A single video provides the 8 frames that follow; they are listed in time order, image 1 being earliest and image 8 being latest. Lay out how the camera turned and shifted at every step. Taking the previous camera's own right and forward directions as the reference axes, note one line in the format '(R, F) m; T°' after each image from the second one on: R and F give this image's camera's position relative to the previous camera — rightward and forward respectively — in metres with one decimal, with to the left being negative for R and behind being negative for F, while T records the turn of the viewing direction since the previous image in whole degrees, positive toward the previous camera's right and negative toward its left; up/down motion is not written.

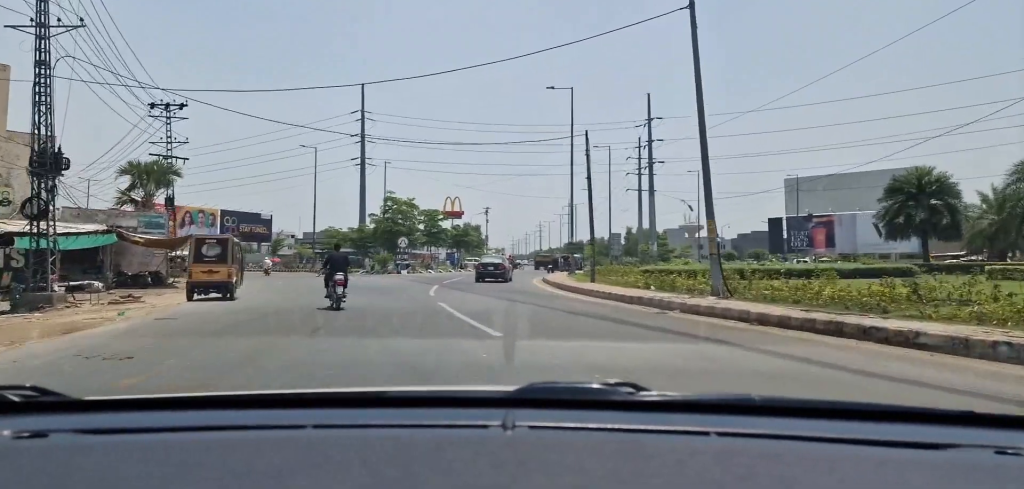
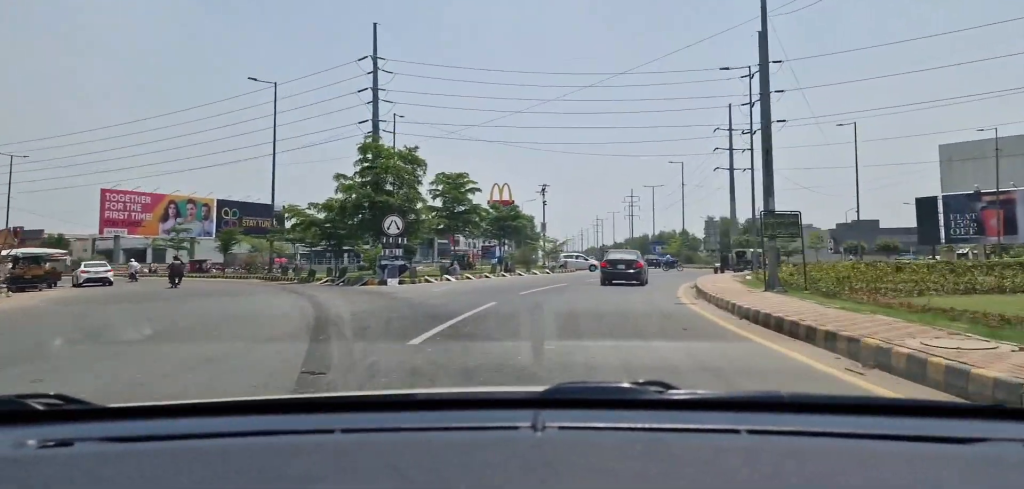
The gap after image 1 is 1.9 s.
(-0.7, +25.4) m; +2°
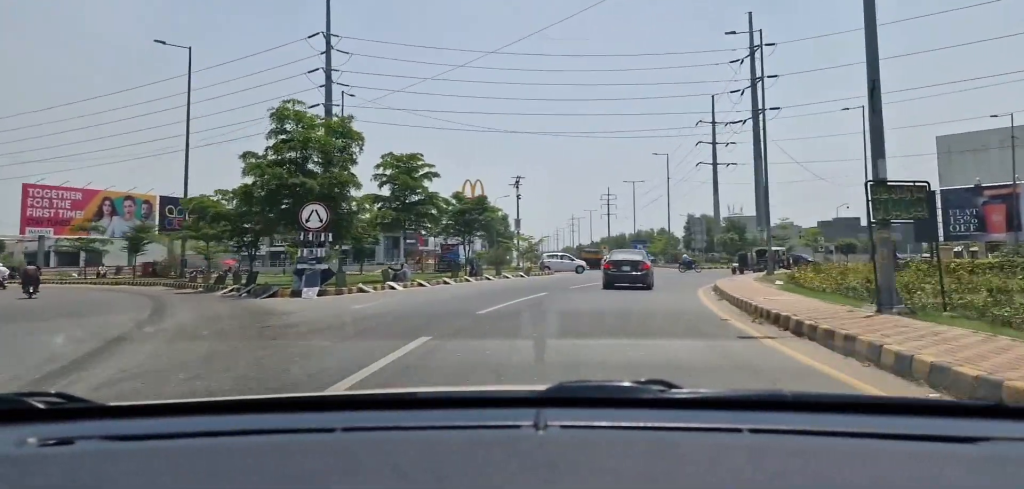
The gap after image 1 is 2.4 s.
(+0.1, +7.4) m; +3°
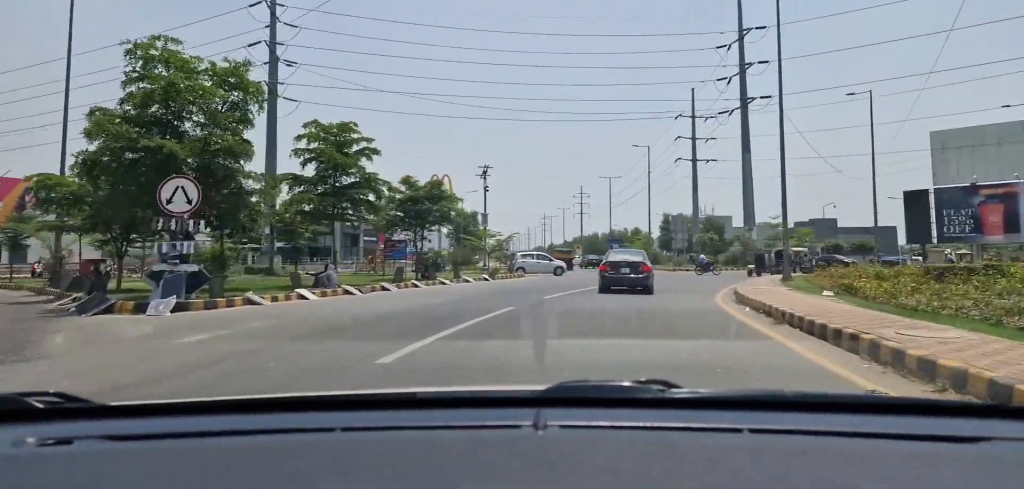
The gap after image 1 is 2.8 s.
(+0.2, +6.3) m; +2°
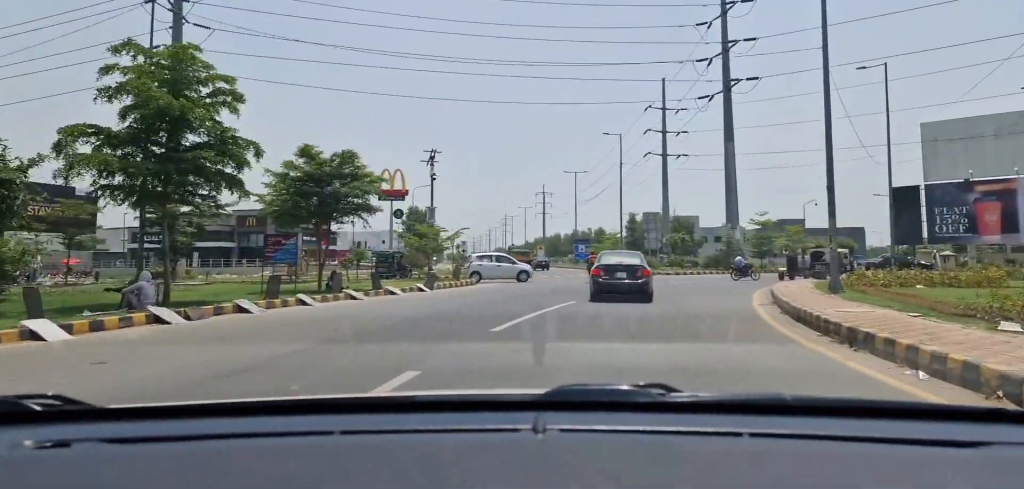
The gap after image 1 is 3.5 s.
(+0.2, +8.7) m; +3°
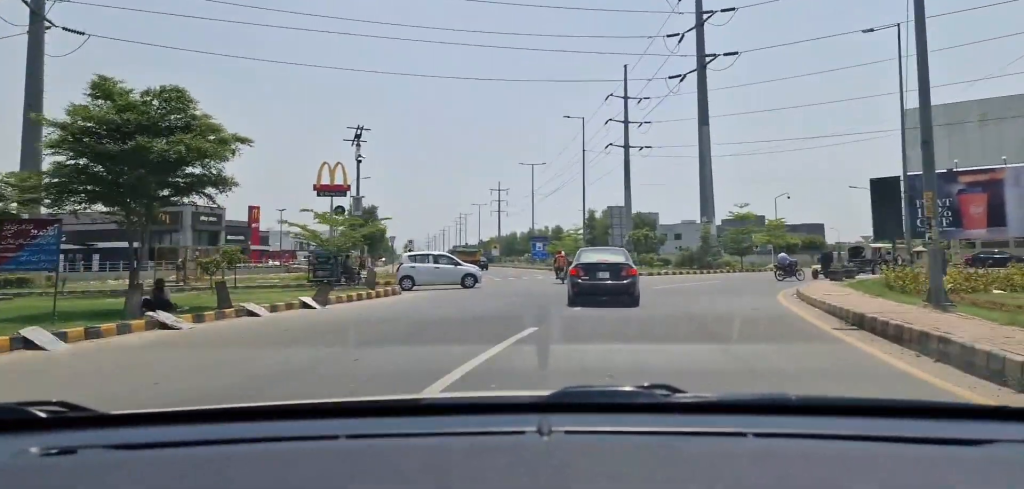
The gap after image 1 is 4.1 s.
(+0.3, +7.5) m; +3°
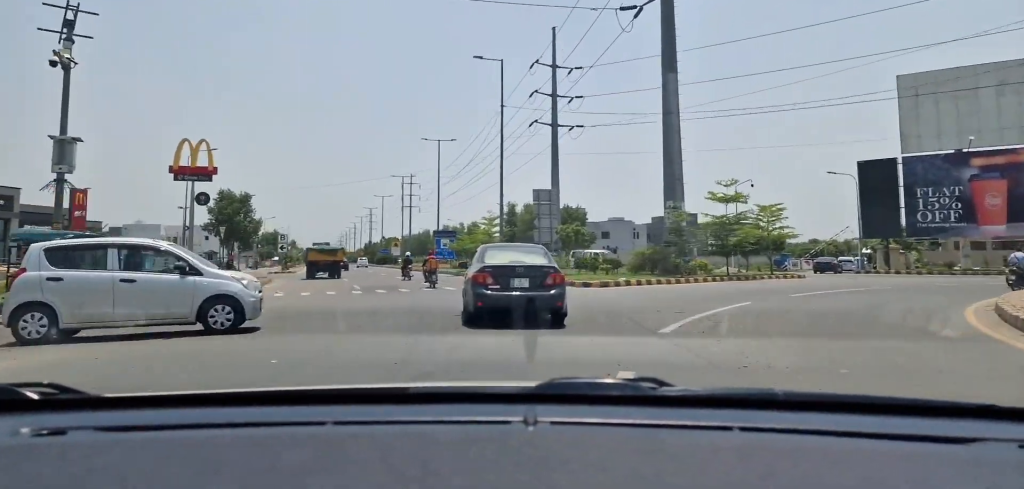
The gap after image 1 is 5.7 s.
(+1.0, +16.6) m; +4°
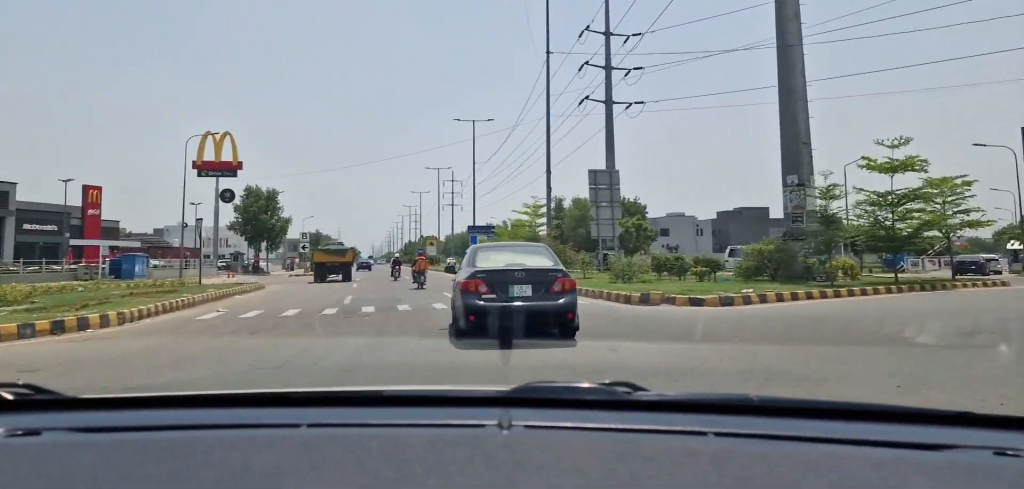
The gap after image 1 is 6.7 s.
(-0.1, +9.6) m; -6°
